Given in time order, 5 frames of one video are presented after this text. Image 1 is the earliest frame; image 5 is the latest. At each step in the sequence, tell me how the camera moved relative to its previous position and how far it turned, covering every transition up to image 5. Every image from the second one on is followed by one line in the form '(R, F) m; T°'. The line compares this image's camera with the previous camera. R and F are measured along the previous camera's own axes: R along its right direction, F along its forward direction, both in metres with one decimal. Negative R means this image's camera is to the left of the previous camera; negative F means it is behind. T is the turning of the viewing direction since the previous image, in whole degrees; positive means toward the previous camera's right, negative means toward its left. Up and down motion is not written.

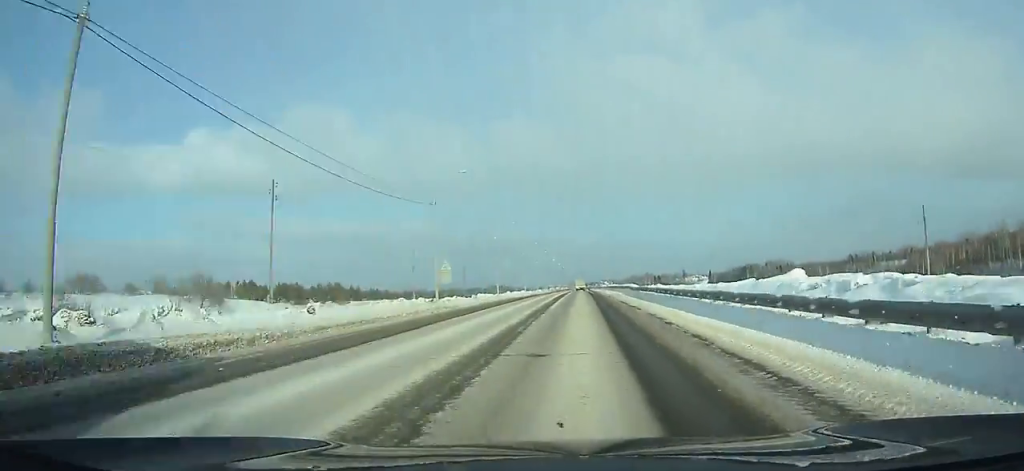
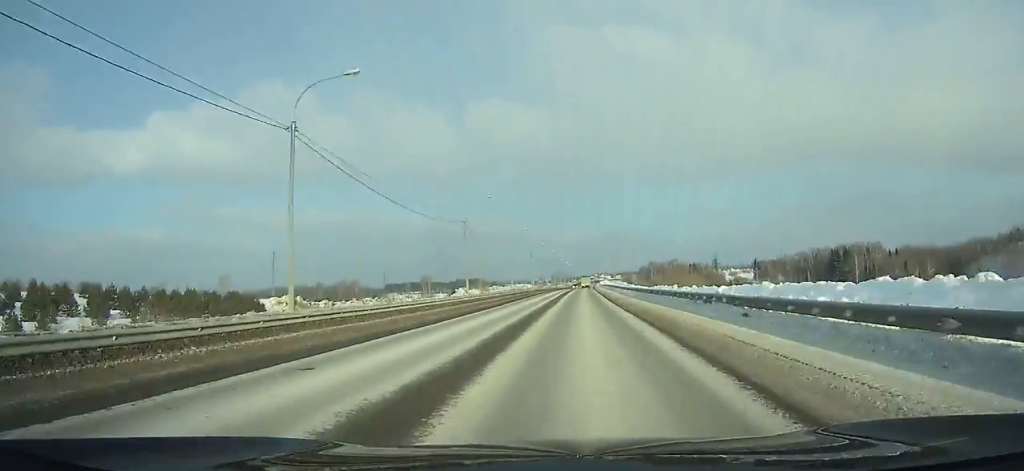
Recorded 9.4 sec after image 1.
(+0.2, +199.5) m; +1°
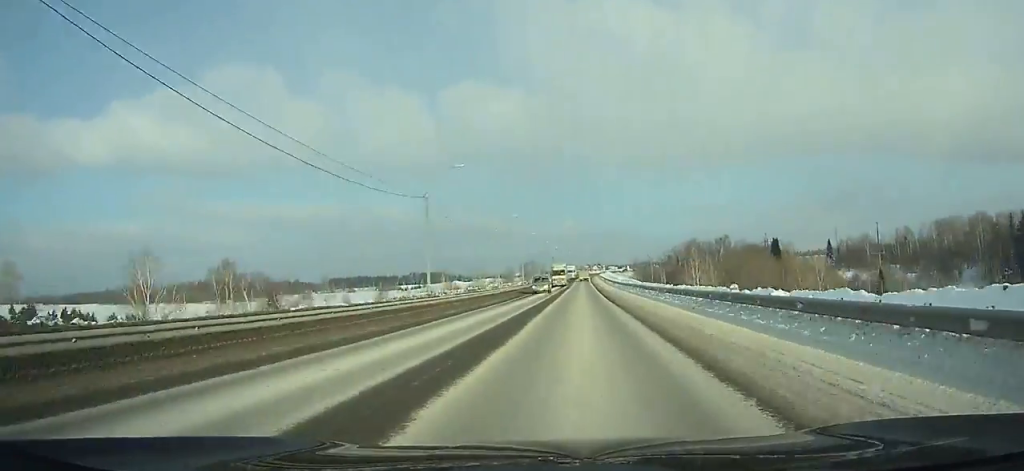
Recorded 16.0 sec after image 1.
(+1.6, +153.3) m; +1°
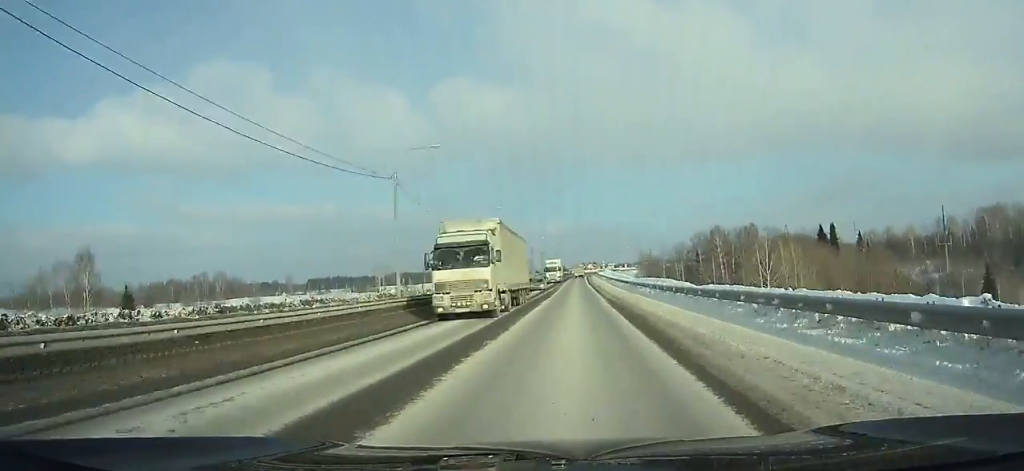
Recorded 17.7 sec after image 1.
(+0.1, +39.6) m; 0°
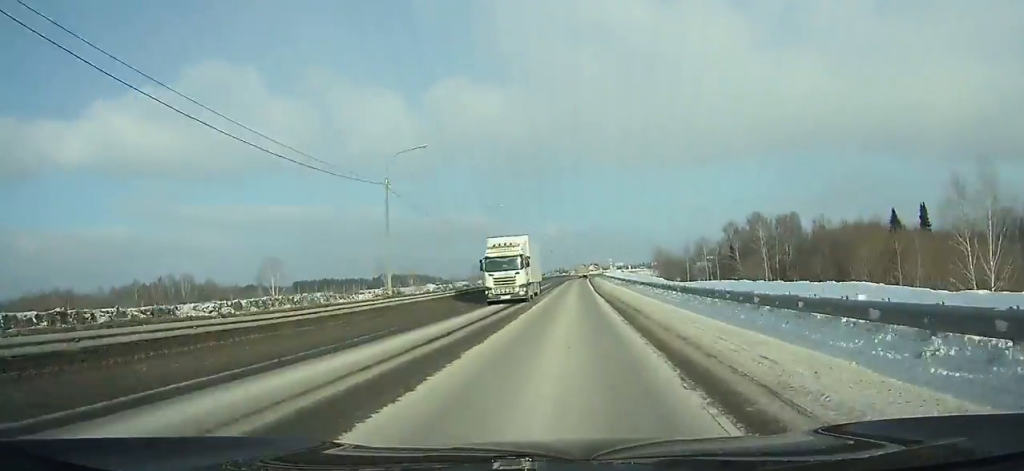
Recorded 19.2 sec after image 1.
(+0.2, +34.3) m; 0°
